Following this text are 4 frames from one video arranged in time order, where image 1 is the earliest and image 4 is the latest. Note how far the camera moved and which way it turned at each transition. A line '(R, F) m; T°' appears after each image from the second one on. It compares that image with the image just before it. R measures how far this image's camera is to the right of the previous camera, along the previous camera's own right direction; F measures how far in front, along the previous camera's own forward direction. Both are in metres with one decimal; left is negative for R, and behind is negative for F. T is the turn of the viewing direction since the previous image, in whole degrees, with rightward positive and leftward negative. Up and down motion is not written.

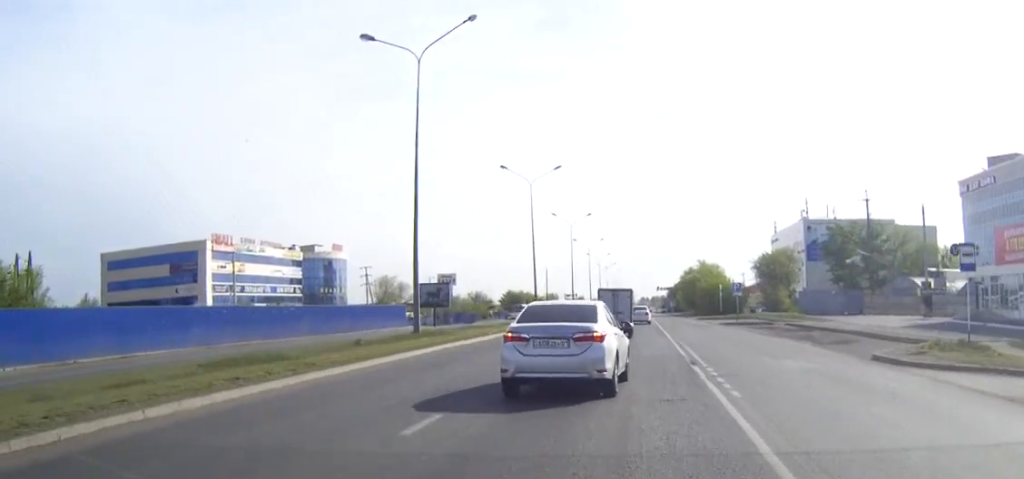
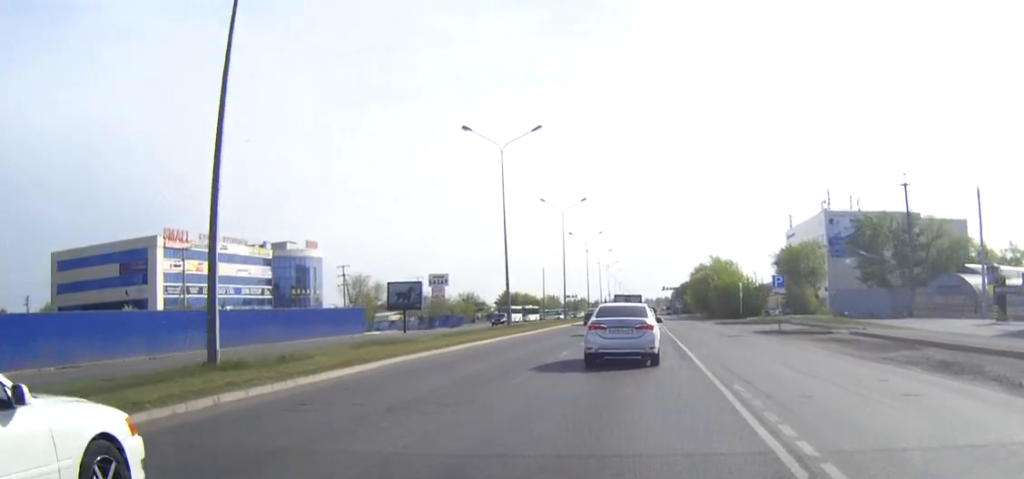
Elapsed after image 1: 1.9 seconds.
(0.0, +17.1) m; 0°
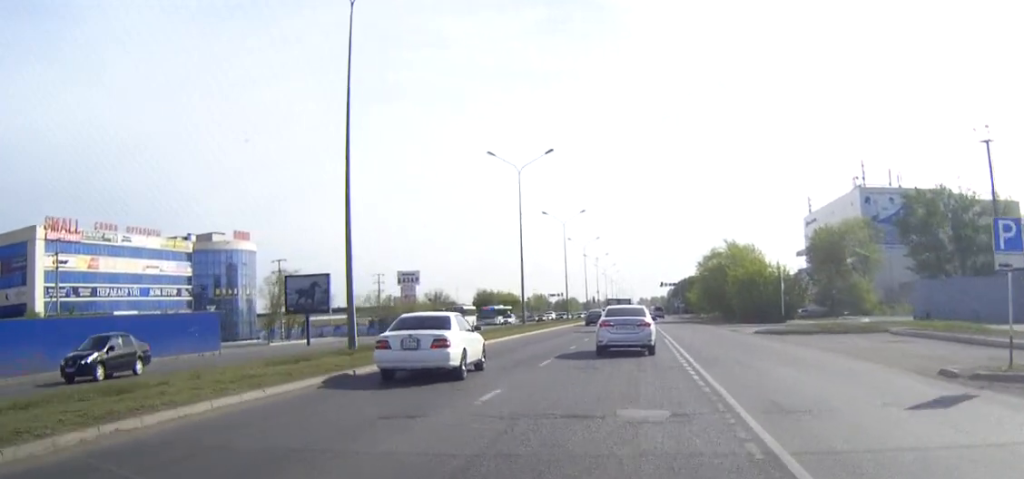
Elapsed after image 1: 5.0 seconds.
(+0.2, +28.9) m; +1°
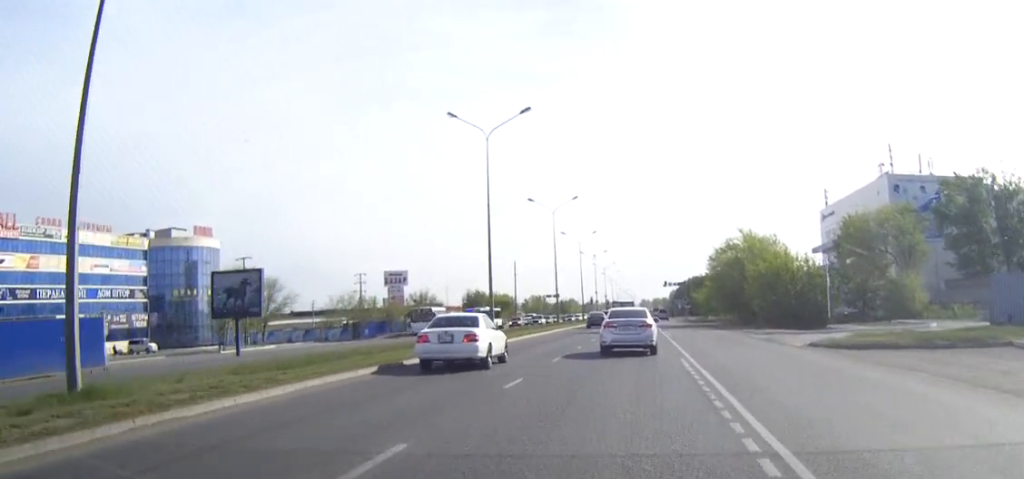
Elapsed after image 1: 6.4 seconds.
(0.0, +14.0) m; 0°
